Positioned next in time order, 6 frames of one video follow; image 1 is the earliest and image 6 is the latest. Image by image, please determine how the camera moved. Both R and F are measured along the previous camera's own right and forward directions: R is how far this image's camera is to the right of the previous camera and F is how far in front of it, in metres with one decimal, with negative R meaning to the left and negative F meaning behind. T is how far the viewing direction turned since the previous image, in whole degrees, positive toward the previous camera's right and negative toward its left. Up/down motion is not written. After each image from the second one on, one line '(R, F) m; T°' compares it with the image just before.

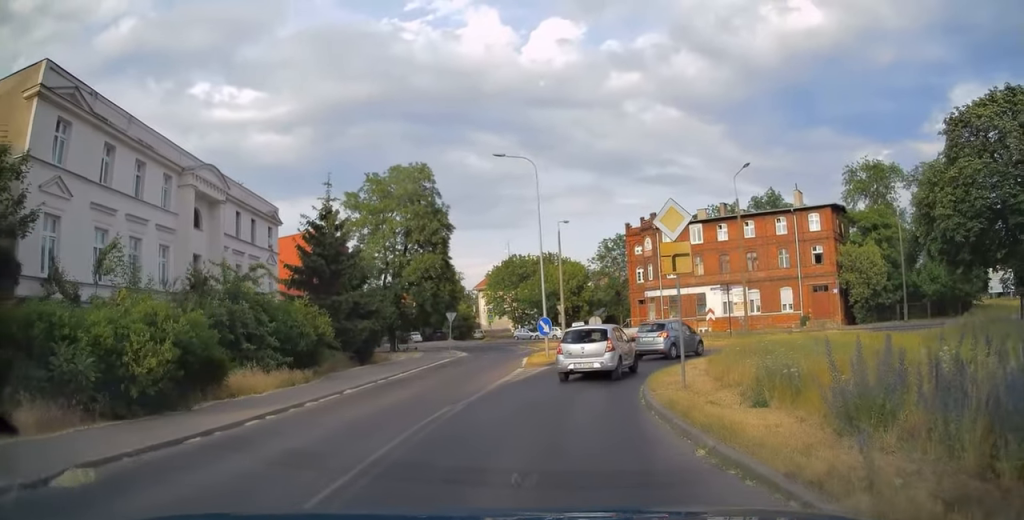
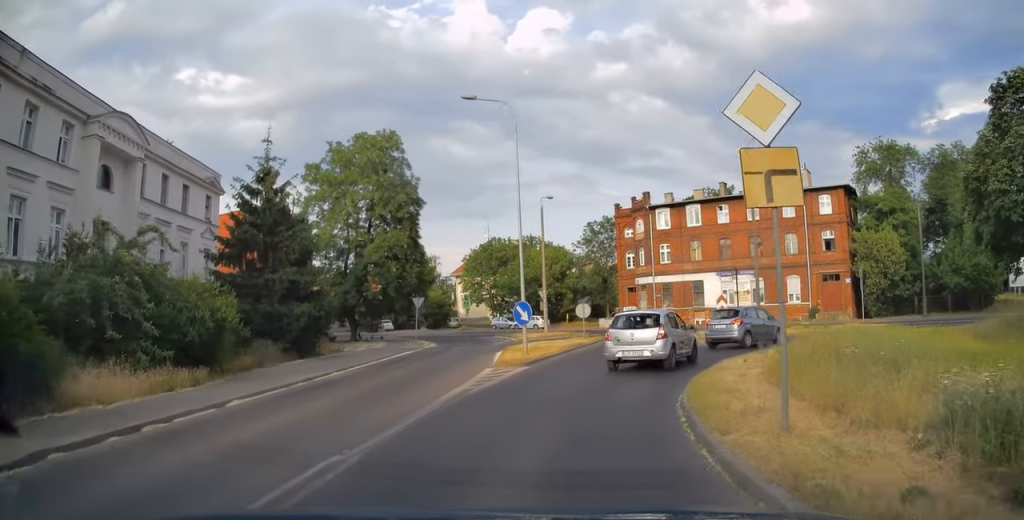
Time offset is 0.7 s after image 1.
(+0.1, +6.0) m; +1°
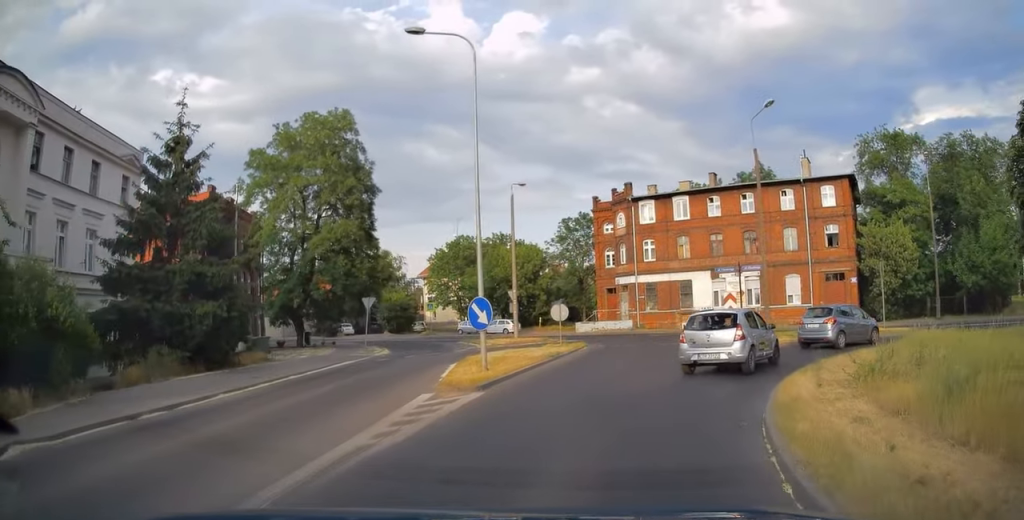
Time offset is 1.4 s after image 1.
(0.0, +5.9) m; 0°
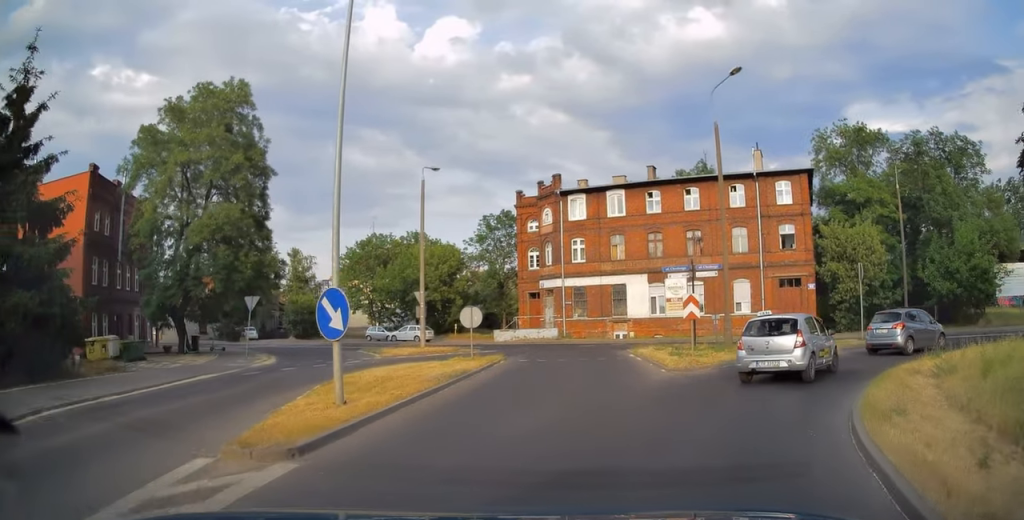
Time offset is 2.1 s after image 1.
(0.0, +5.7) m; +7°
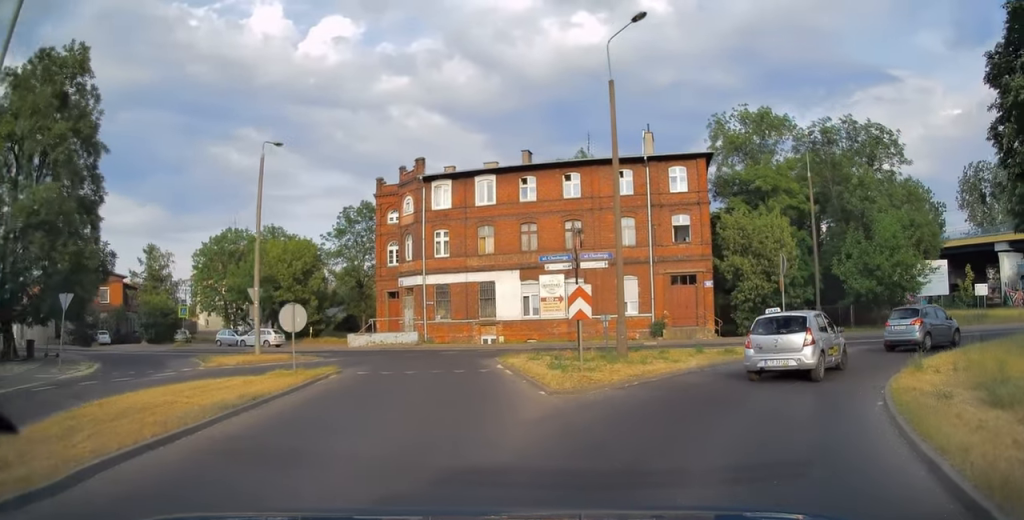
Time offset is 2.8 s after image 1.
(+0.5, +5.1) m; +12°
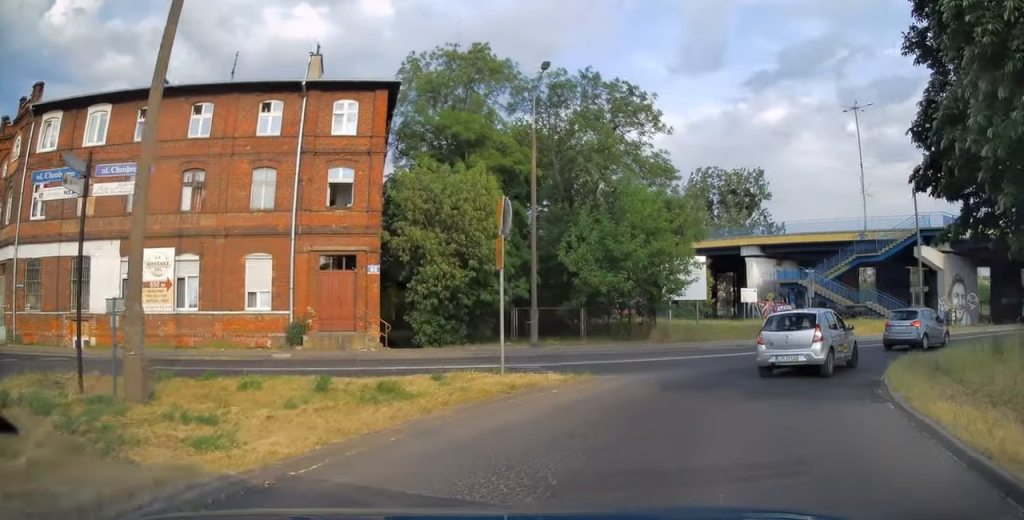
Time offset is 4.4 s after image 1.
(+2.8, +11.2) m; +29°
